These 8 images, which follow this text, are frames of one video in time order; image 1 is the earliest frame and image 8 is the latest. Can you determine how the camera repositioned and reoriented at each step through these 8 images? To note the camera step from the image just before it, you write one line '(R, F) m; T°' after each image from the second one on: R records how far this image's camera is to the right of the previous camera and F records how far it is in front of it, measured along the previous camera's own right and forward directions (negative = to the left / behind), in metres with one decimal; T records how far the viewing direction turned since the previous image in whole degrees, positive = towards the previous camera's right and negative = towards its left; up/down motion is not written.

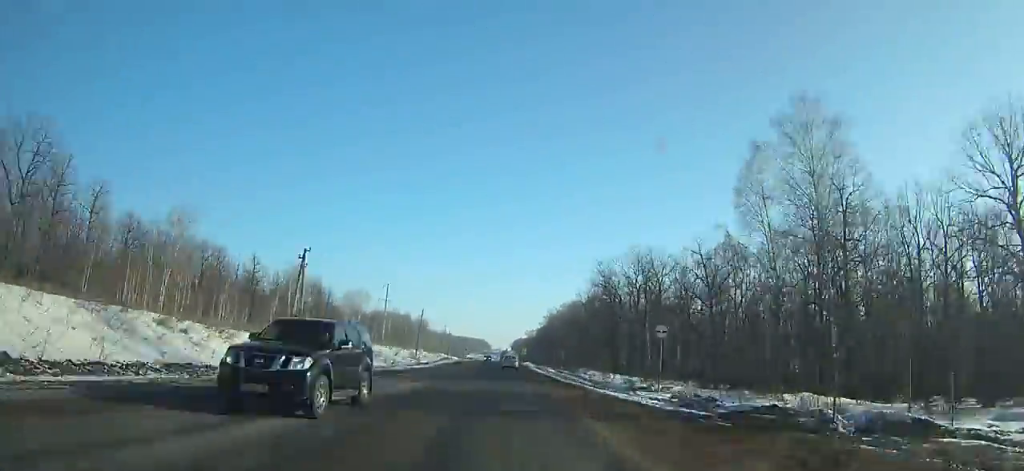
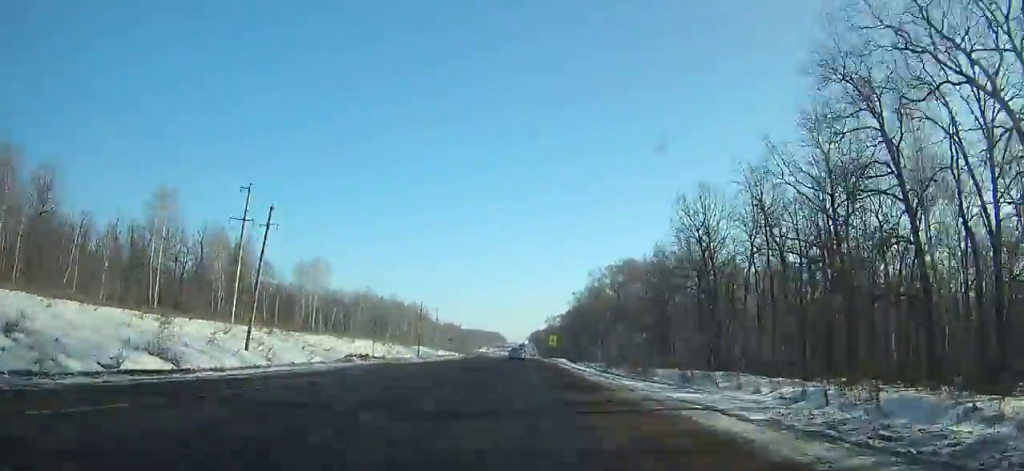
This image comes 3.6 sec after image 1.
(-2.8, +76.5) m; -2°
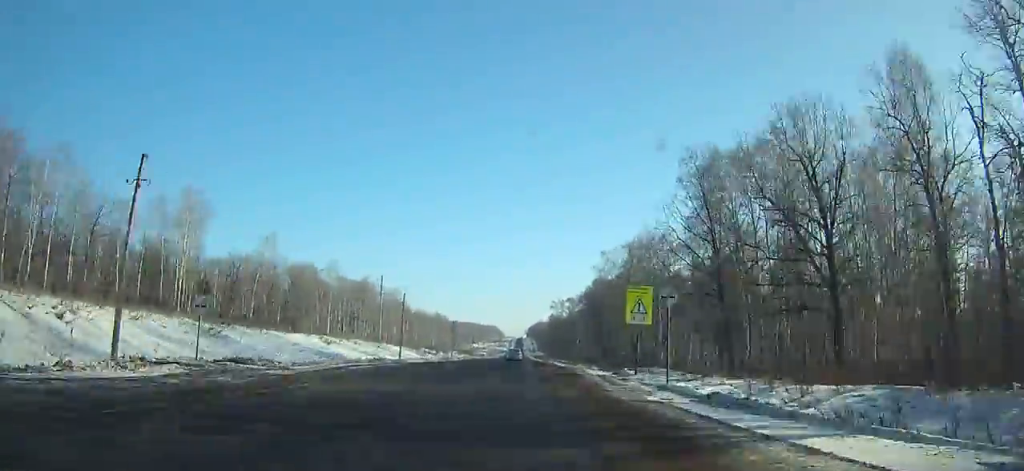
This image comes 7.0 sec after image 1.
(-0.1, +76.9) m; 0°
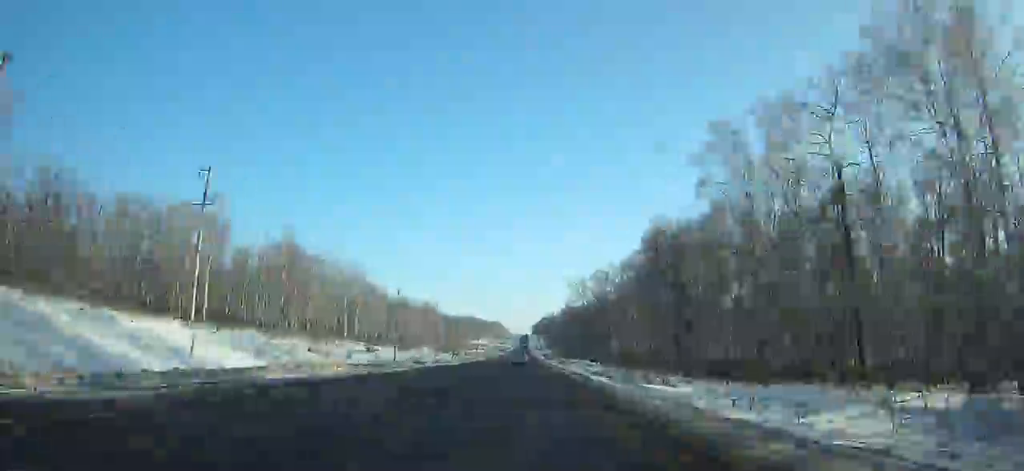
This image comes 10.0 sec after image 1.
(+0.1, +72.0) m; 0°
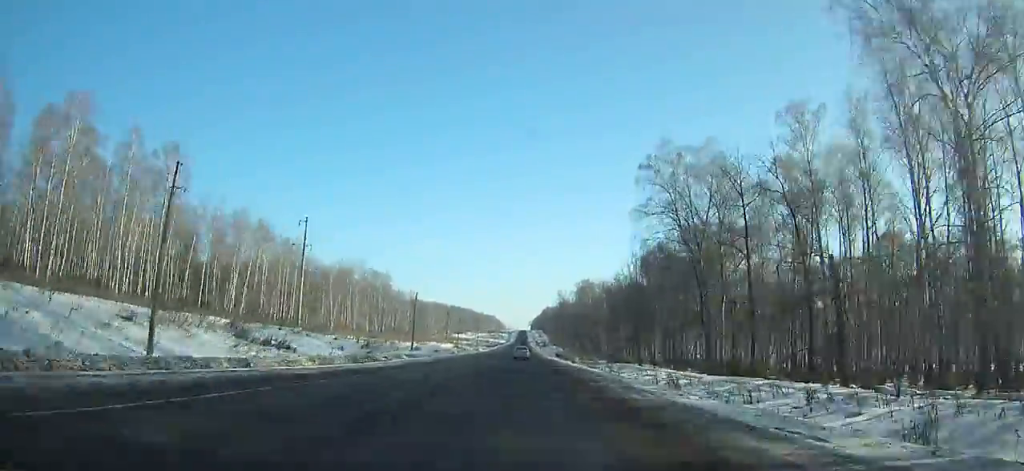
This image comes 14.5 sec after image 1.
(+0.1, +113.7) m; 0°
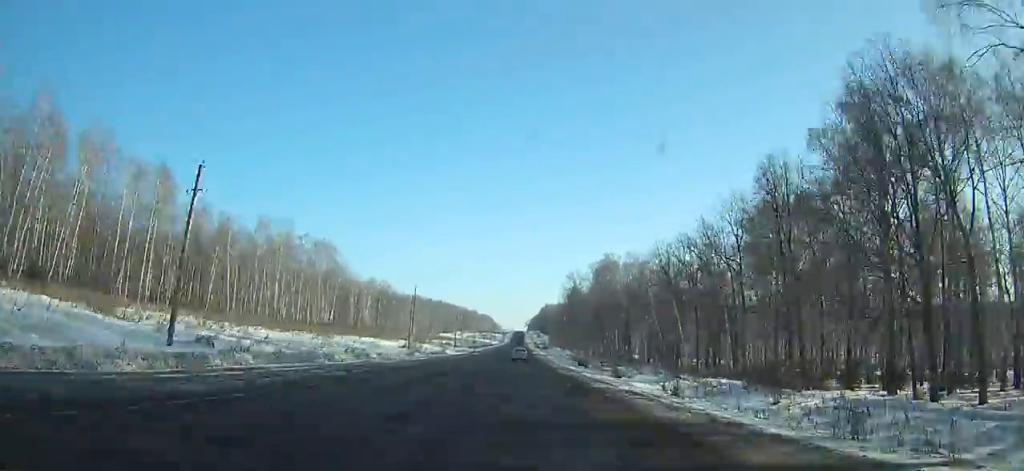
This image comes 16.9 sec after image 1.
(+0.1, +62.4) m; 0°
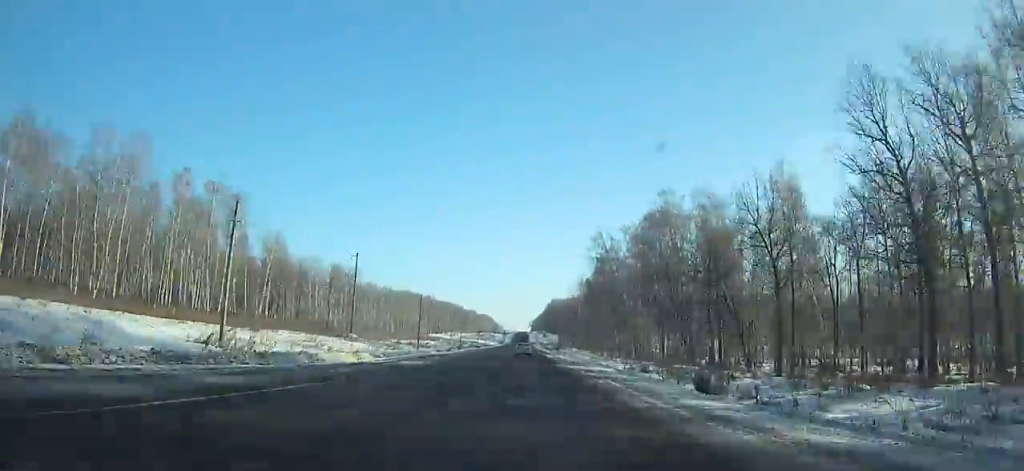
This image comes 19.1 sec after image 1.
(0.0, +57.9) m; 0°
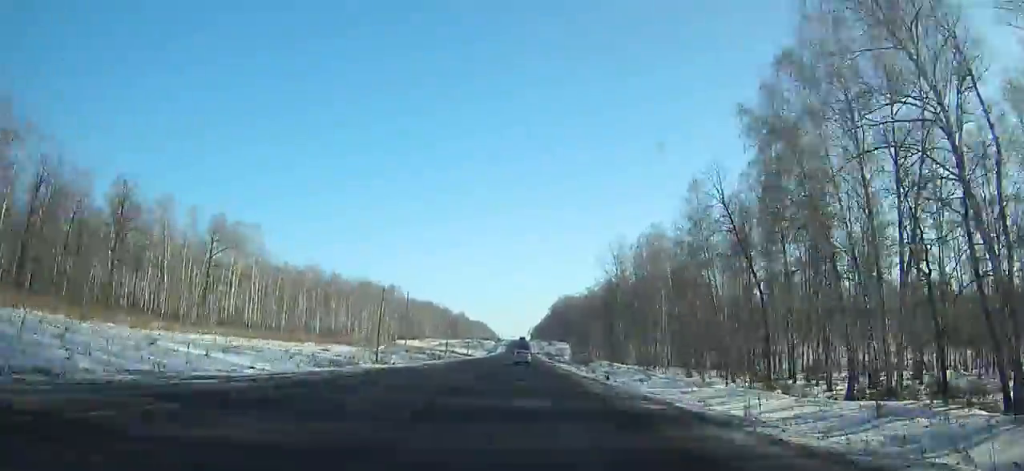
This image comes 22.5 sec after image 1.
(0.0, +89.5) m; 0°
